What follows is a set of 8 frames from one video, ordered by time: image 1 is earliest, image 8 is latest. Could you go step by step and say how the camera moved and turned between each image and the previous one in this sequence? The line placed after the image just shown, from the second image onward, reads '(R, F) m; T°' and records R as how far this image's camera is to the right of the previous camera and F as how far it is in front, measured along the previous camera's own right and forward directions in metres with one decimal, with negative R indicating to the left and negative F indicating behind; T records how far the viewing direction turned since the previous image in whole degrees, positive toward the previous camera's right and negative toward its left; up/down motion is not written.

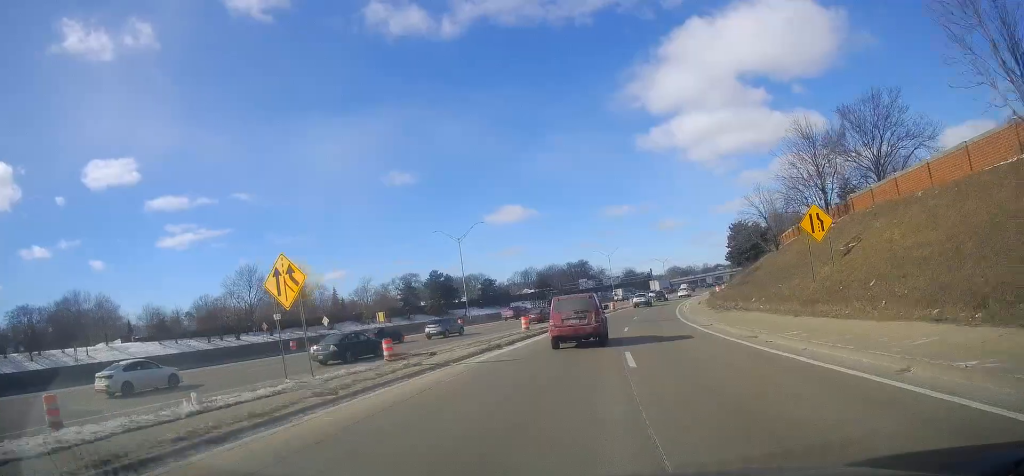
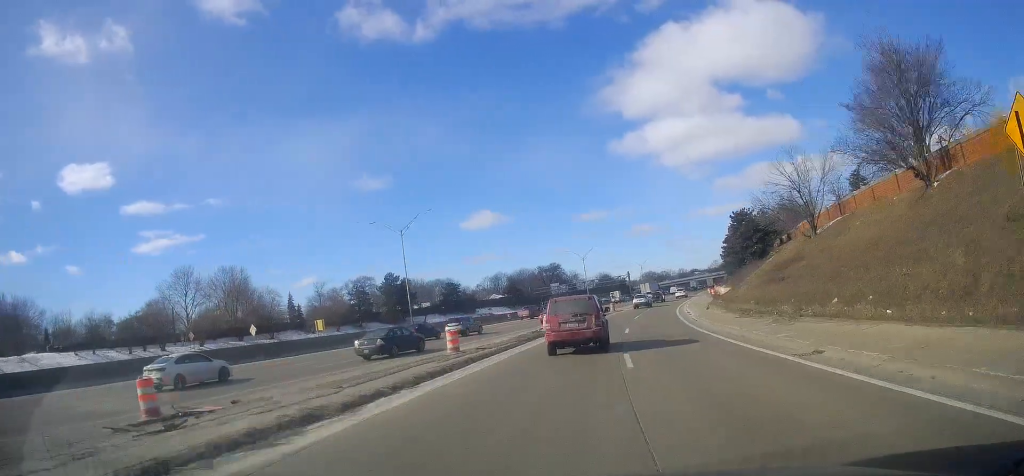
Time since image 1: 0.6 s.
(+0.2, +15.4) m; +3°
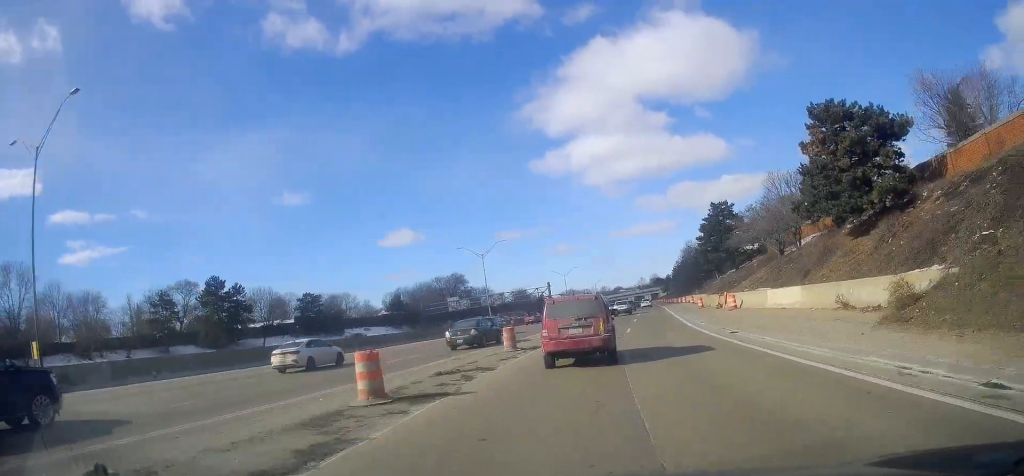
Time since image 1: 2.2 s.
(+3.2, +44.3) m; +7°
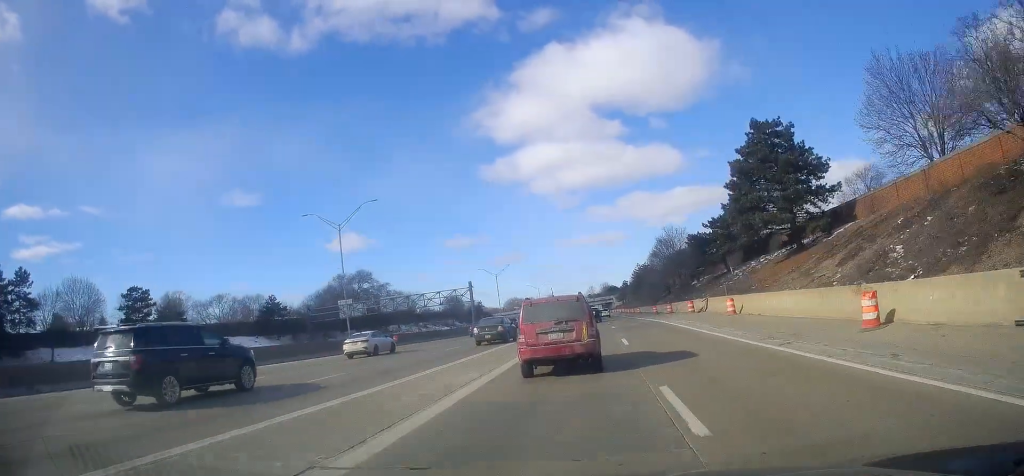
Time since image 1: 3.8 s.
(+1.7, +39.8) m; +5°
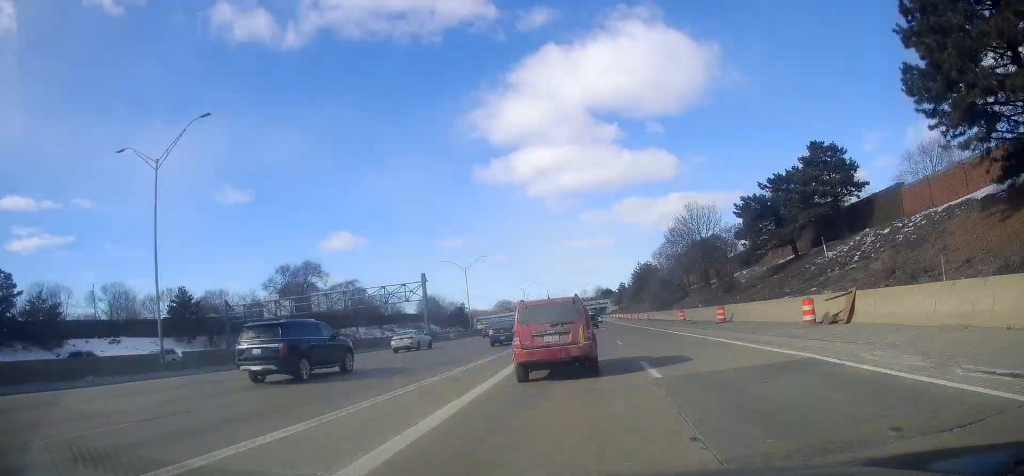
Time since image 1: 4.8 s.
(+0.4, +26.4) m; +1°
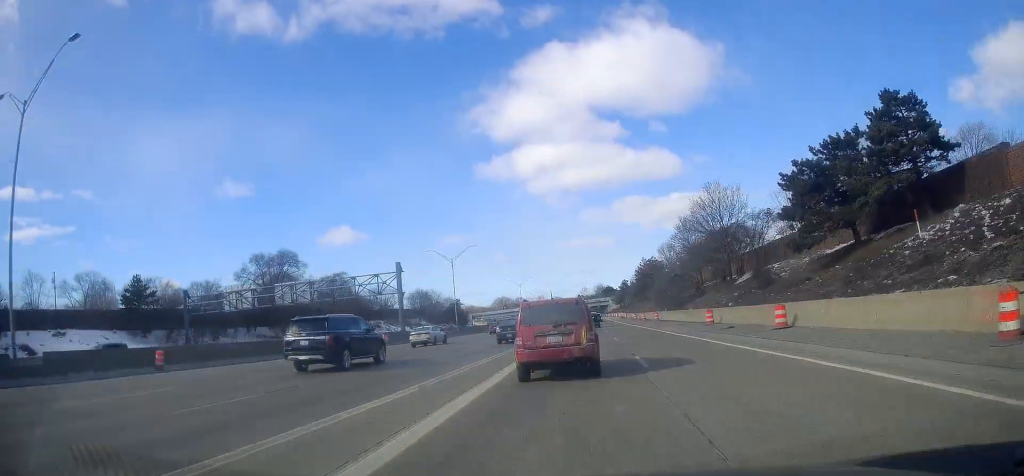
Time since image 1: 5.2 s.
(0.0, +11.1) m; 0°
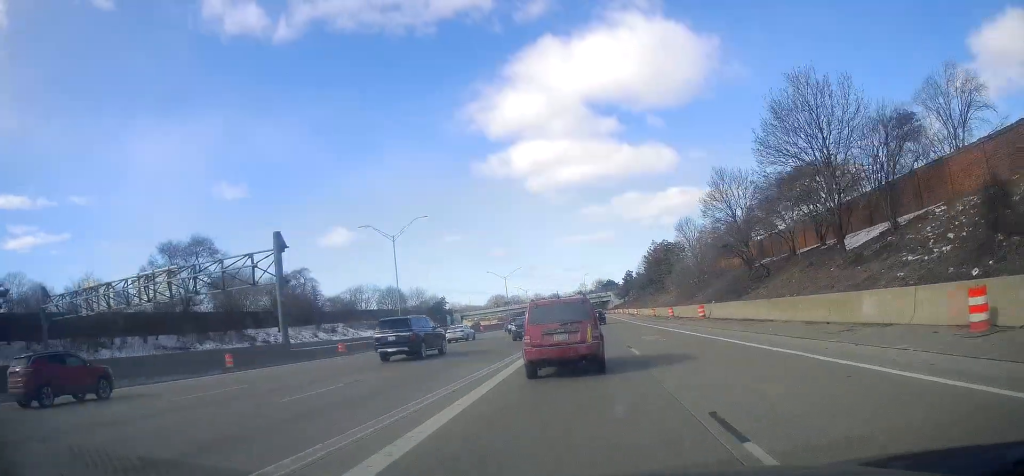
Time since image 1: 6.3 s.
(-0.3, +28.2) m; 0°
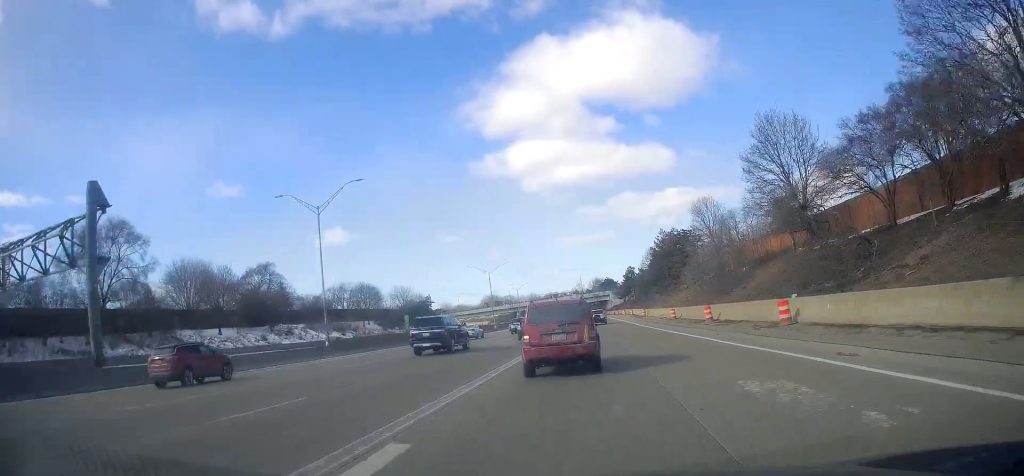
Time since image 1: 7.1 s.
(+0.1, +18.9) m; 0°
